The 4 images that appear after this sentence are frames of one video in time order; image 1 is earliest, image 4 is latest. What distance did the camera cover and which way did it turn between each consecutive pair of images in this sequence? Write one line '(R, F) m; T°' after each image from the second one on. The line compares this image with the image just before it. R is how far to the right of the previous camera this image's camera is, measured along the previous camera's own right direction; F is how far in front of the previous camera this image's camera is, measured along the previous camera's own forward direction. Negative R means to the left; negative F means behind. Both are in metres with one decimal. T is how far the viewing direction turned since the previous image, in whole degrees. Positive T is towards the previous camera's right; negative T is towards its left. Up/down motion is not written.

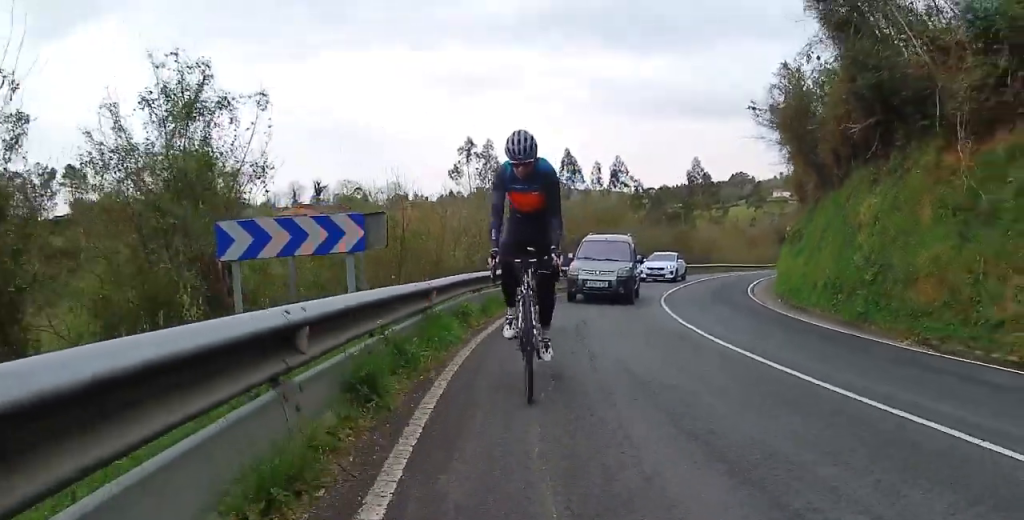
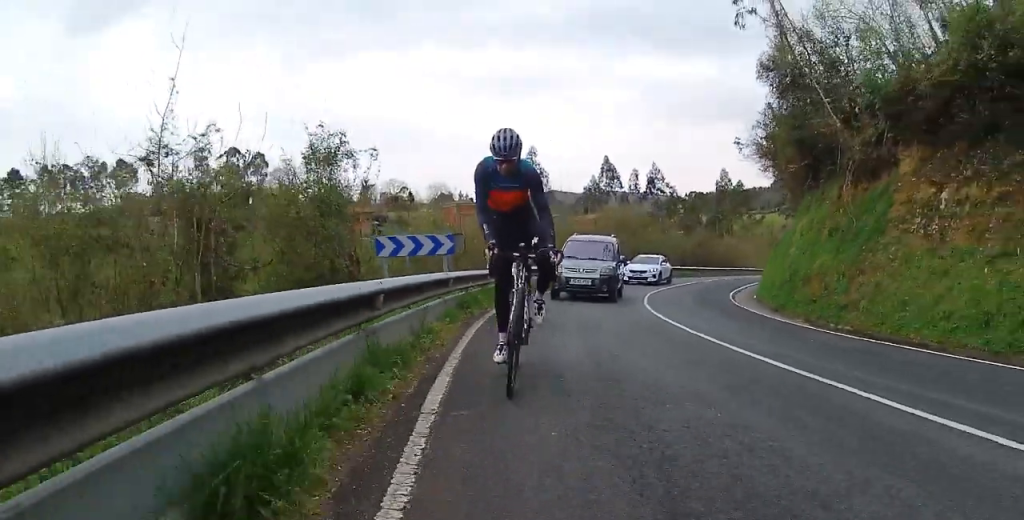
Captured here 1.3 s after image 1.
(+0.1, +5.5) m; -2°
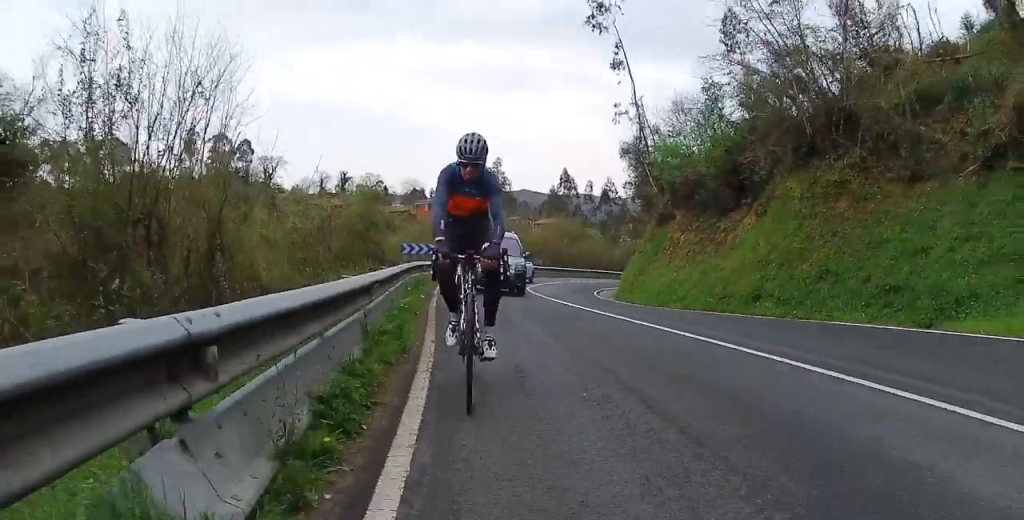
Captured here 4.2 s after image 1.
(-0.4, +13.0) m; +8°
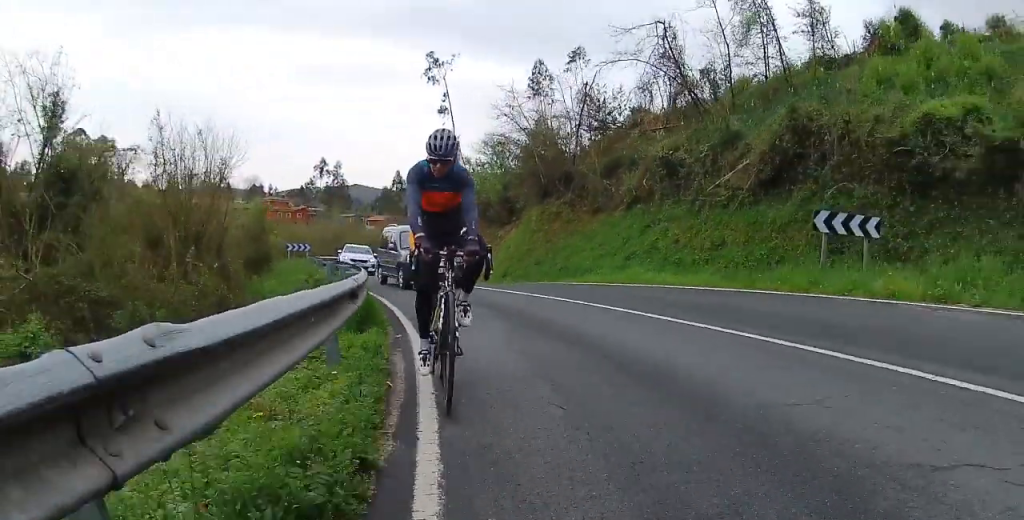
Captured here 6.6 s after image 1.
(+1.1, +11.6) m; +10°
